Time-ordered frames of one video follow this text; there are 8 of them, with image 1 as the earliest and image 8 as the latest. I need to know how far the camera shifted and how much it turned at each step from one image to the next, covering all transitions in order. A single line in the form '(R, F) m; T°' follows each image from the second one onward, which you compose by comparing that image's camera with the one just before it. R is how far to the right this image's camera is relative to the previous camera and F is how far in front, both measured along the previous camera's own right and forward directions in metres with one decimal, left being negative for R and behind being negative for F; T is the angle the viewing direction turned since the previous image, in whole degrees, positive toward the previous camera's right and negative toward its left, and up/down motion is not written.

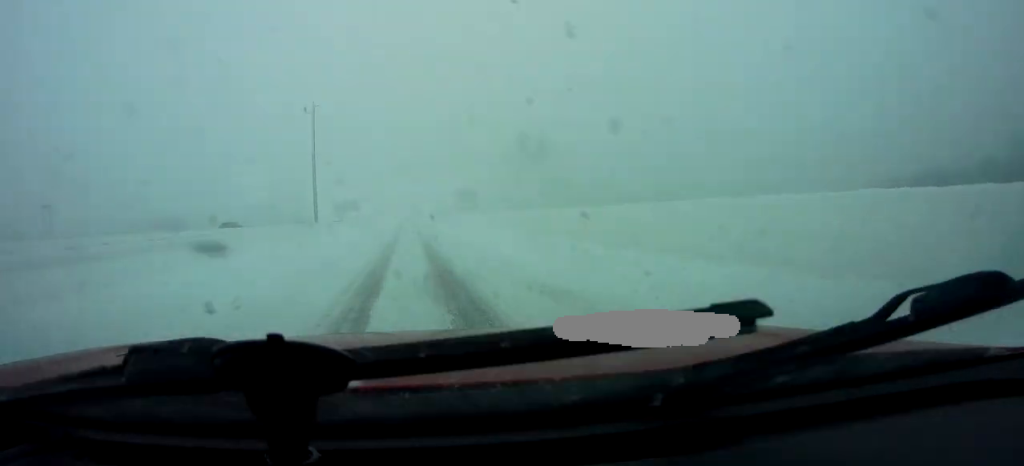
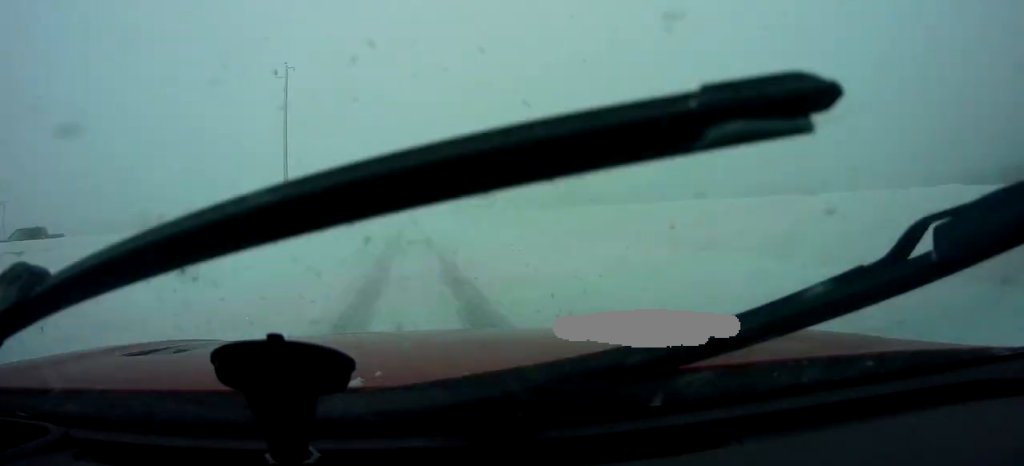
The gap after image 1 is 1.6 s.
(-0.3, +18.1) m; 0°
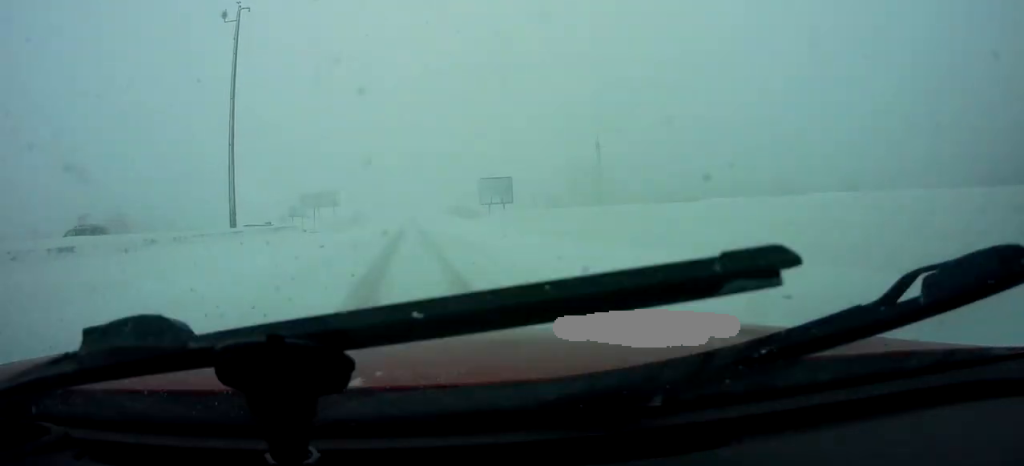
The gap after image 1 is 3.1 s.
(-0.1, +16.4) m; 0°
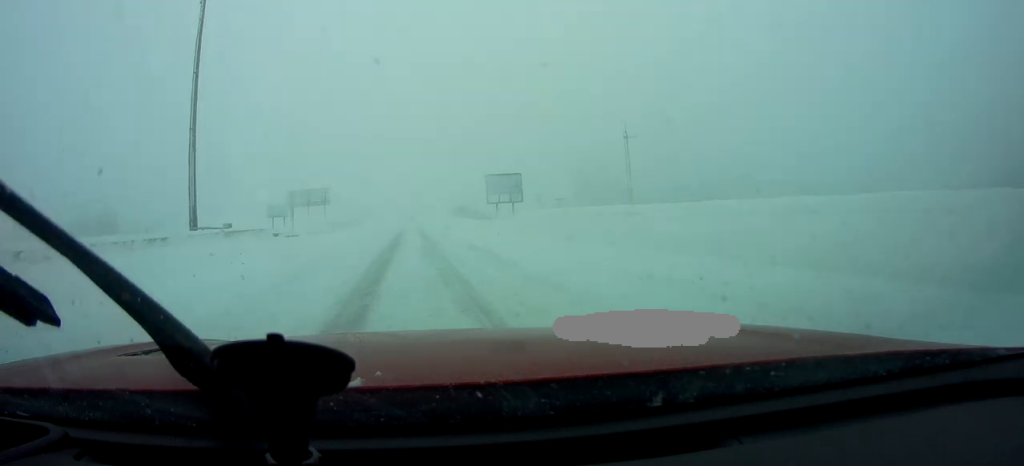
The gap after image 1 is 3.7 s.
(+0.2, +6.7) m; 0°
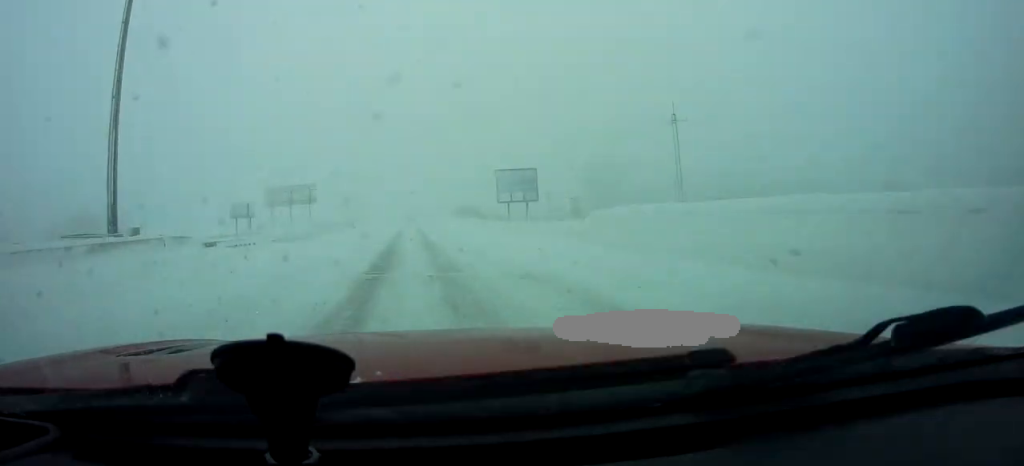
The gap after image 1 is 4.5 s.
(+0.2, +8.1) m; 0°
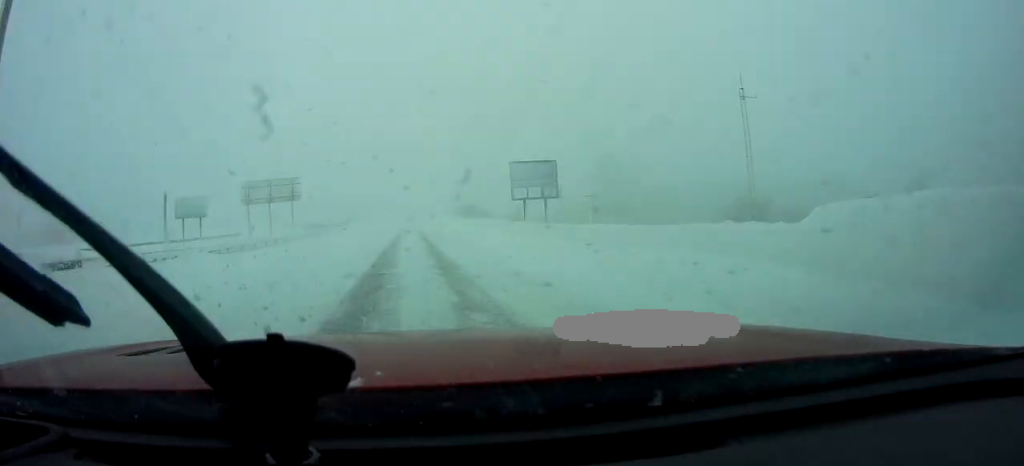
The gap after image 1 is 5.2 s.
(-0.3, +7.2) m; -1°
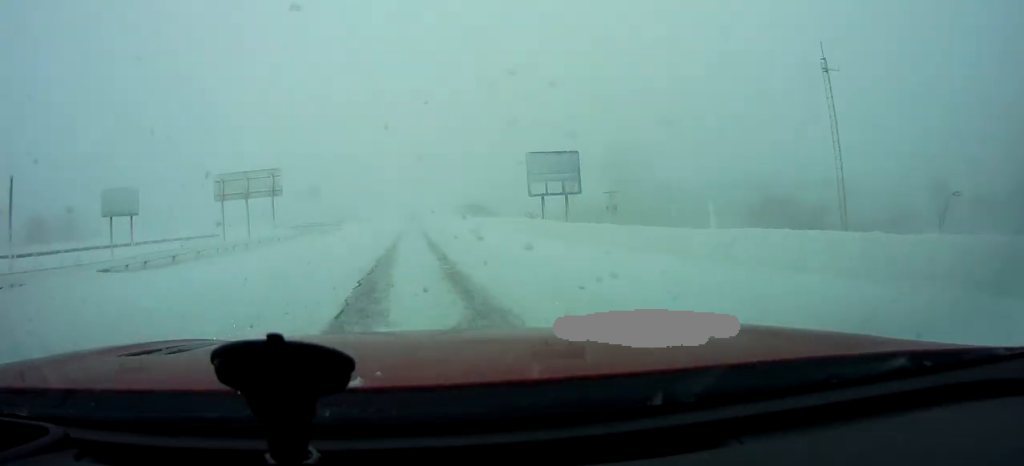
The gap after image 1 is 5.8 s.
(+0.1, +5.3) m; +1°
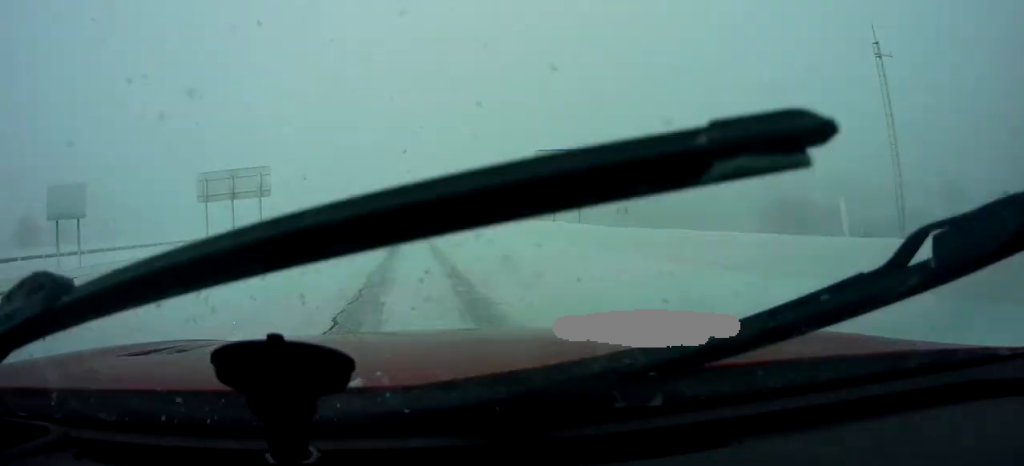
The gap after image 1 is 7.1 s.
(+0.2, +11.7) m; -2°
